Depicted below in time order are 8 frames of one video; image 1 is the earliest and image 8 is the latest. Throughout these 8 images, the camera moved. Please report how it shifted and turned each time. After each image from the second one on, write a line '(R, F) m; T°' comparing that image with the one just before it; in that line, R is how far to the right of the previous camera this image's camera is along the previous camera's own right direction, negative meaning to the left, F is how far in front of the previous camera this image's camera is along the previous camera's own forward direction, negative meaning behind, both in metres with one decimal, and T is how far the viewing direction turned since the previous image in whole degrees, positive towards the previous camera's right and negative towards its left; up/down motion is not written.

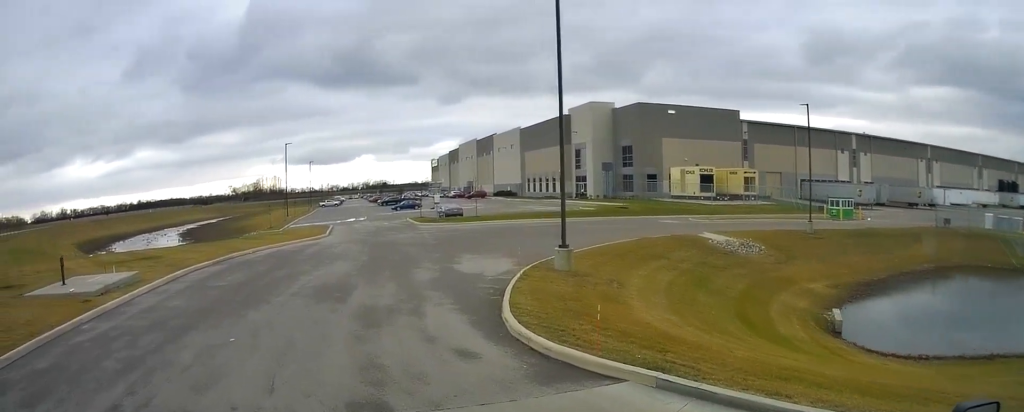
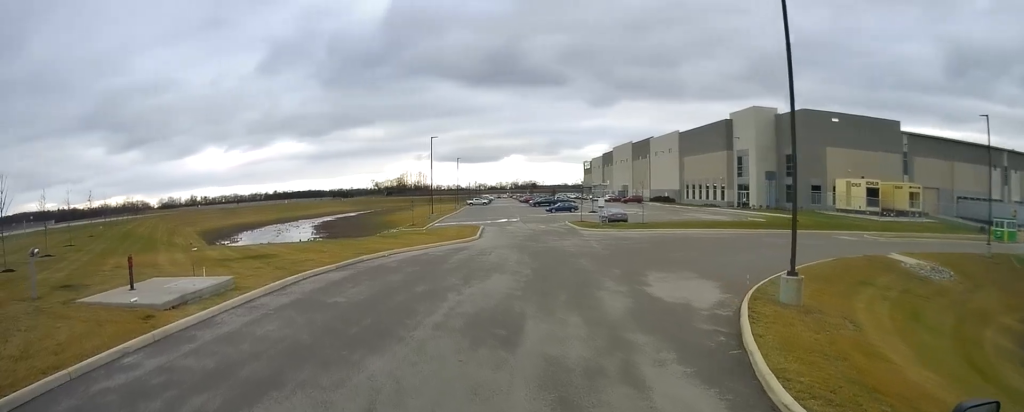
(-0.8, +4.6) m; -4°
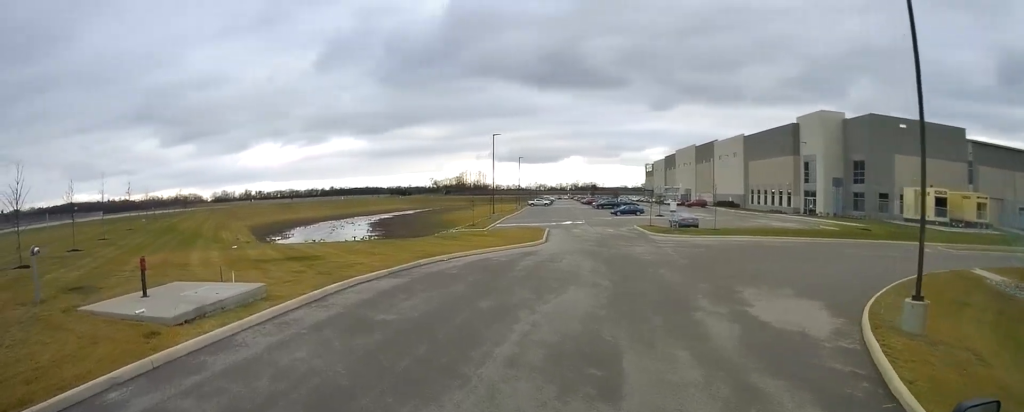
(+0.1, +2.6) m; +3°
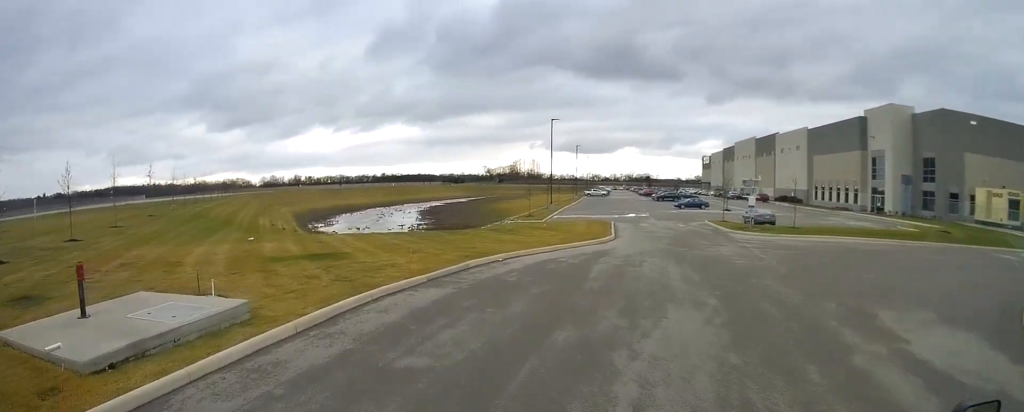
(+0.3, +4.9) m; -1°
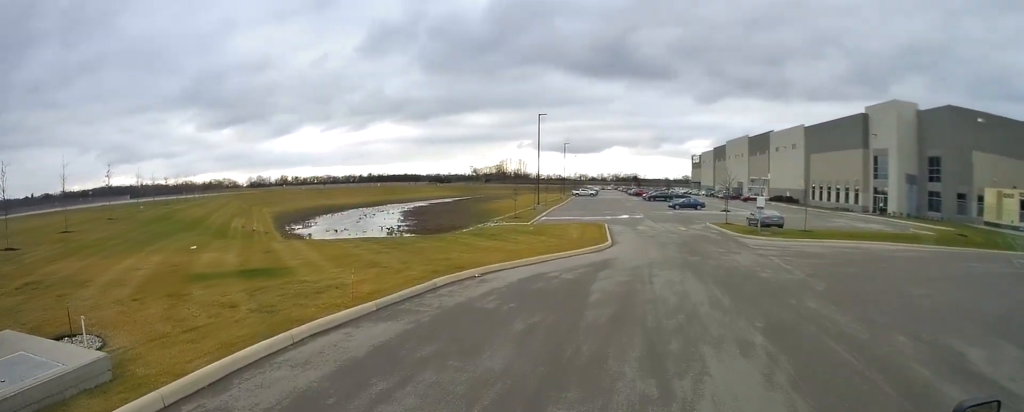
(-0.3, +4.6) m; -1°
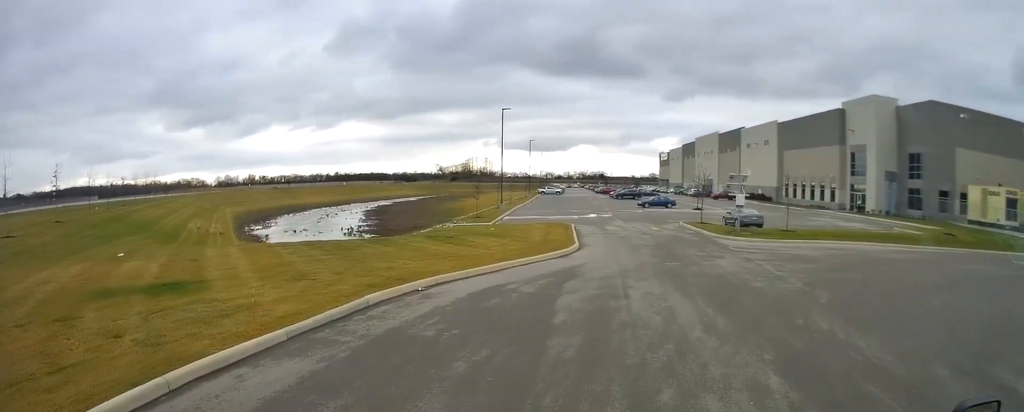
(0.0, +3.1) m; +4°
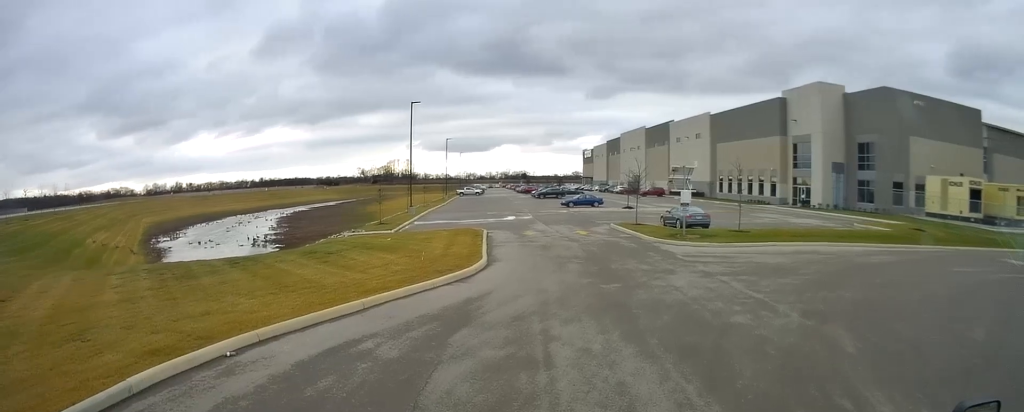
(+0.6, +6.4) m; +7°
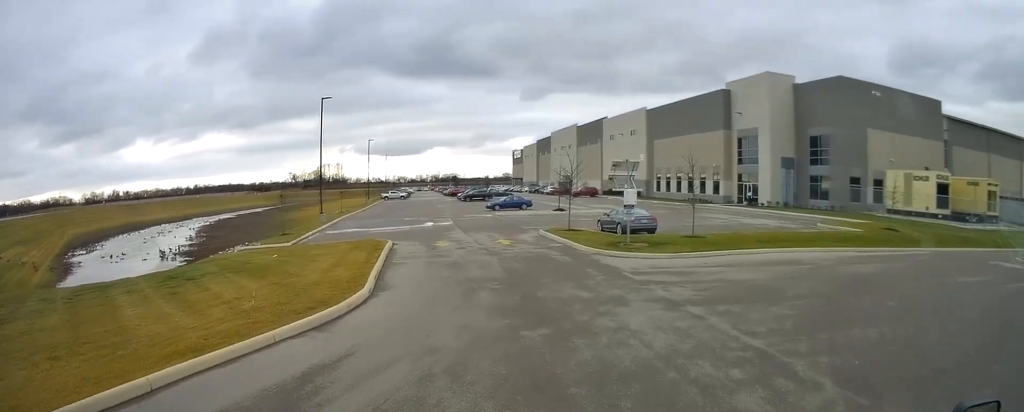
(0.0, +5.2) m; +2°
